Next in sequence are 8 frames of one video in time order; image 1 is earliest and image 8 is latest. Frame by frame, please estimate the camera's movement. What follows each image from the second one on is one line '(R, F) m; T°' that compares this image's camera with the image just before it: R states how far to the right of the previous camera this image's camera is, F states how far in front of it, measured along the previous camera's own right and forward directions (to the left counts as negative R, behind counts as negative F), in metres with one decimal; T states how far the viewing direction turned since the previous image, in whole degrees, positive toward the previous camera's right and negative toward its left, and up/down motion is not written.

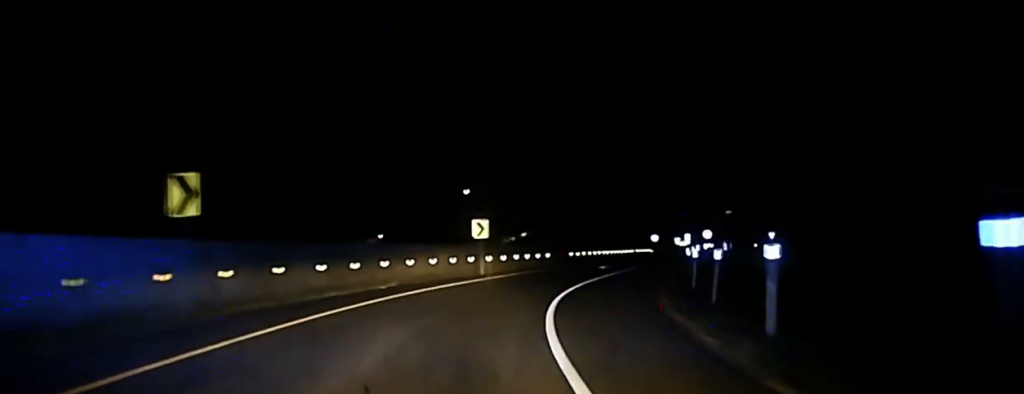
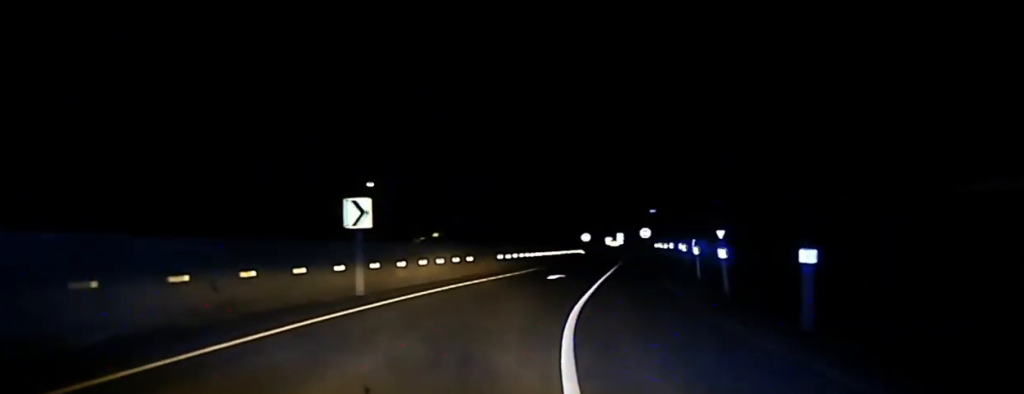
(+0.4, +18.4) m; +4°
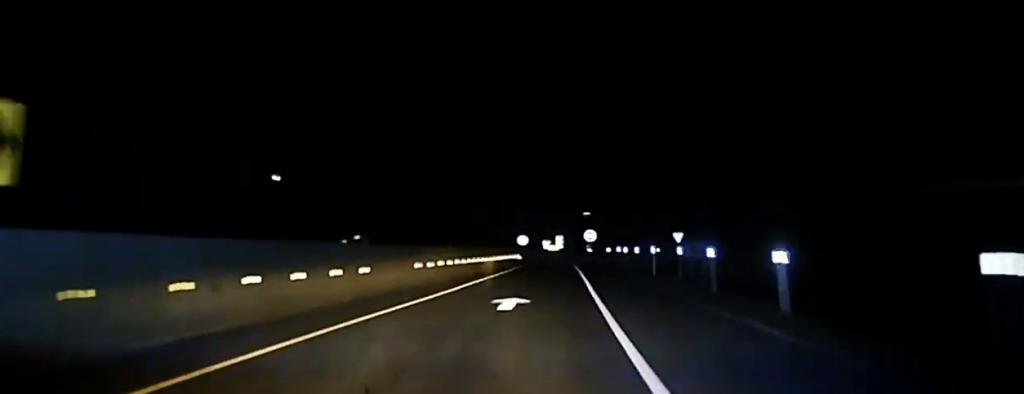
(+0.5, +15.4) m; +3°
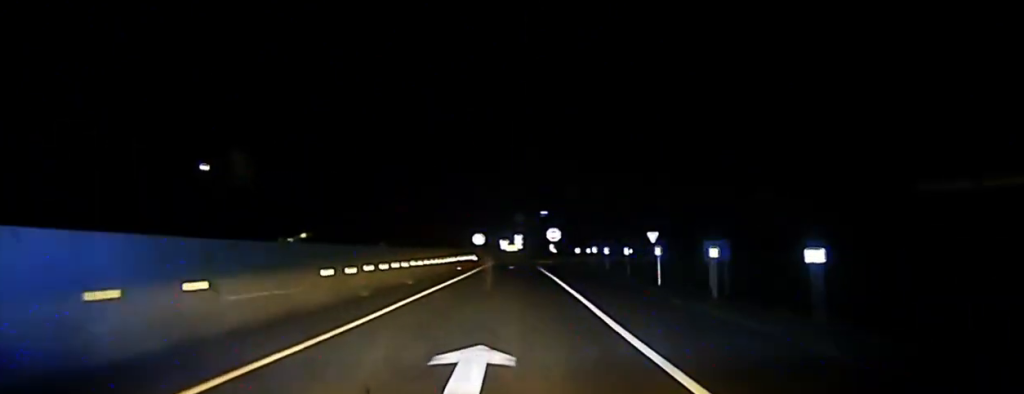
(+0.4, +10.7) m; +2°
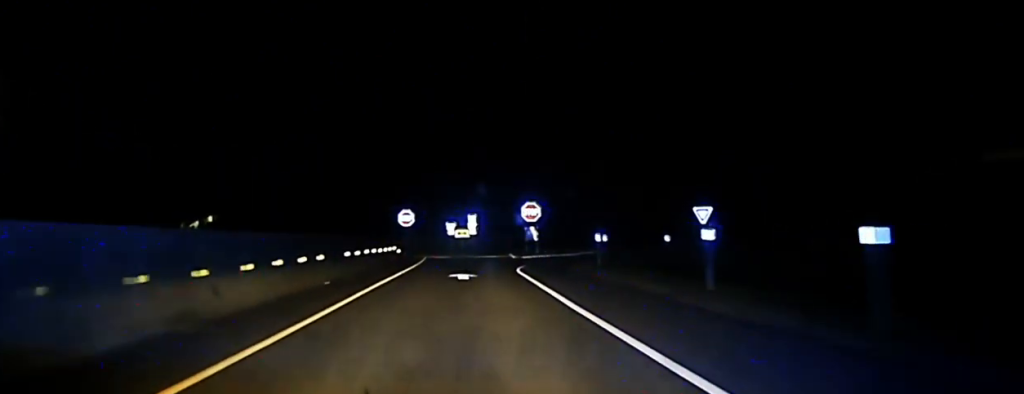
(+0.8, +36.0) m; +3°
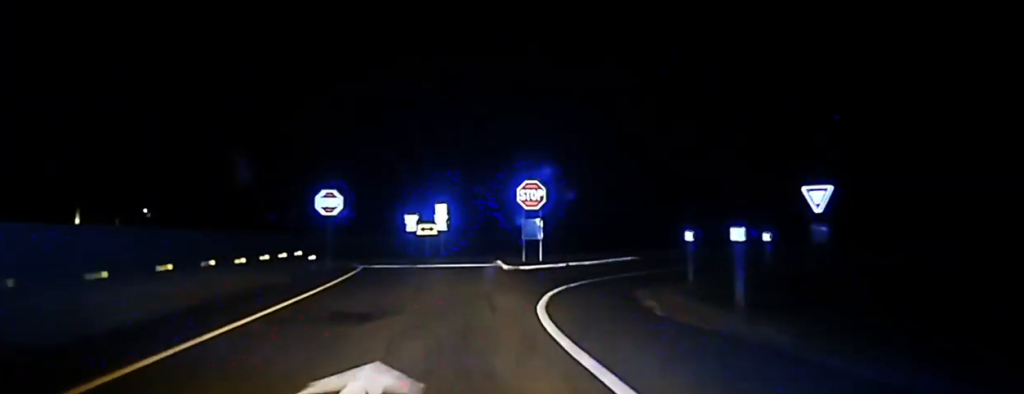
(+0.5, +19.9) m; +6°
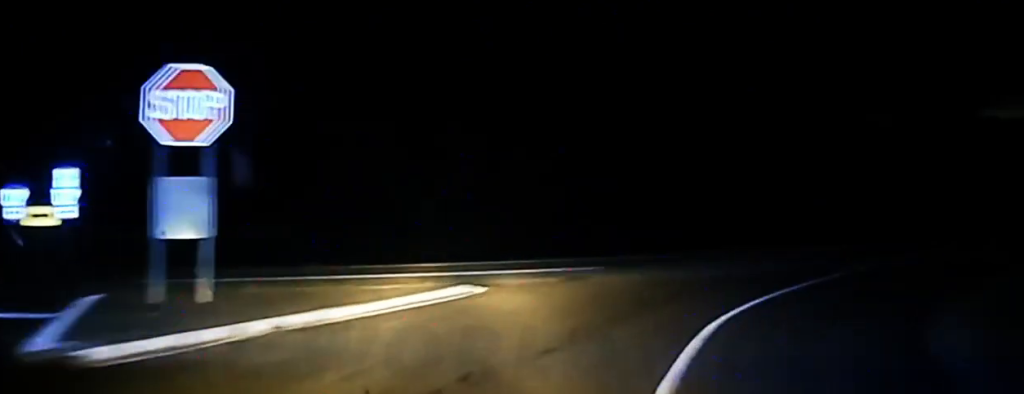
(+3.7, +22.3) m; +30°
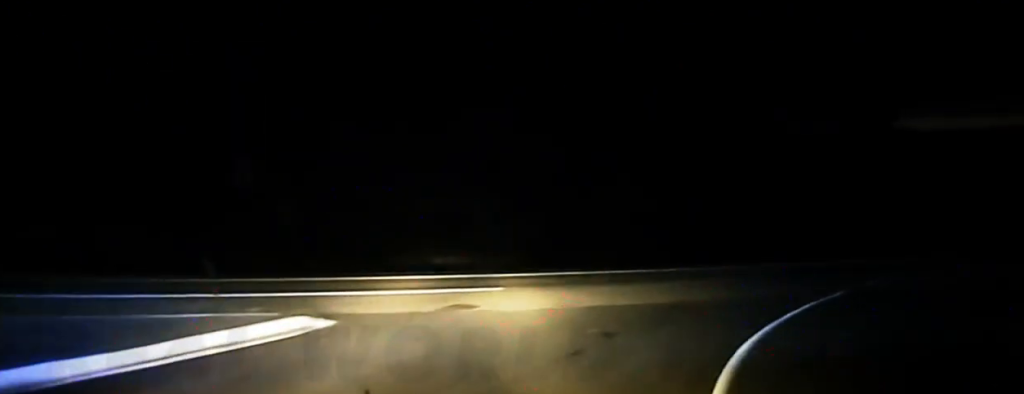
(+0.7, +4.5) m; +10°
